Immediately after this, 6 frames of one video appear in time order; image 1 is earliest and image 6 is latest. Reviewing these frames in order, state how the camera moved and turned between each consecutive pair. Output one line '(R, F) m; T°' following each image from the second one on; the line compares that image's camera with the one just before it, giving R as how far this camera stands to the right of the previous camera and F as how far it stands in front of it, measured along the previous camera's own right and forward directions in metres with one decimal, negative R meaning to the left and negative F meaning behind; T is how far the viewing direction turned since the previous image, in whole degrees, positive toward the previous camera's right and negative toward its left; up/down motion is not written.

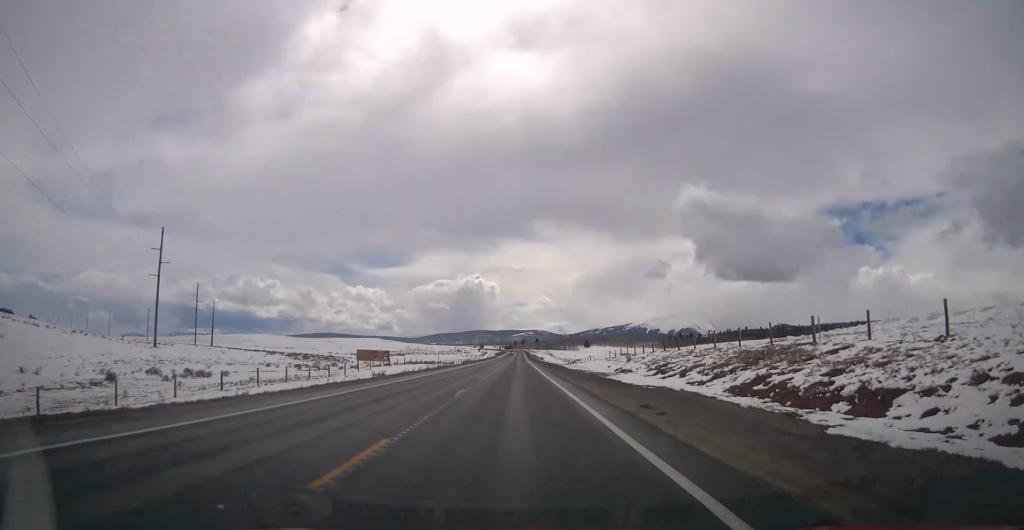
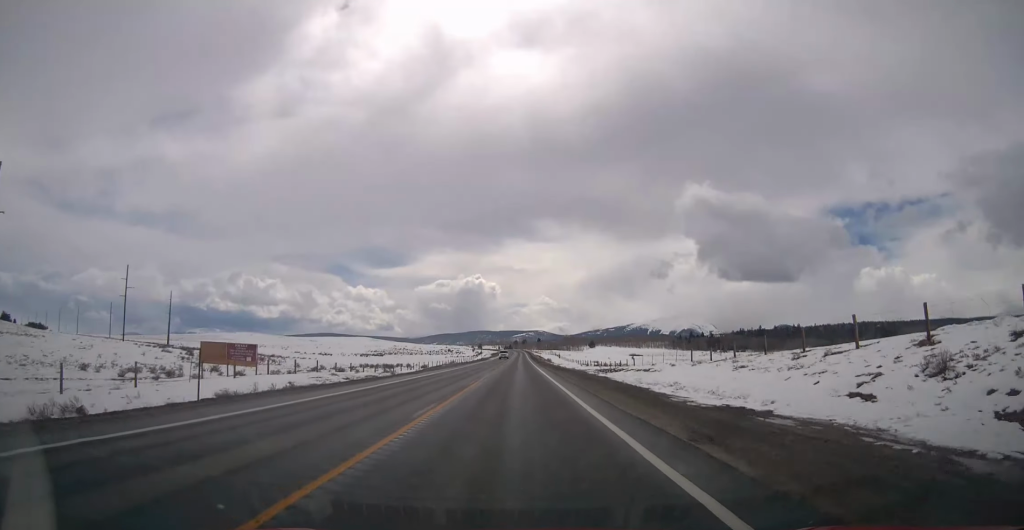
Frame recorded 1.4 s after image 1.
(-0.5, +42.0) m; -1°
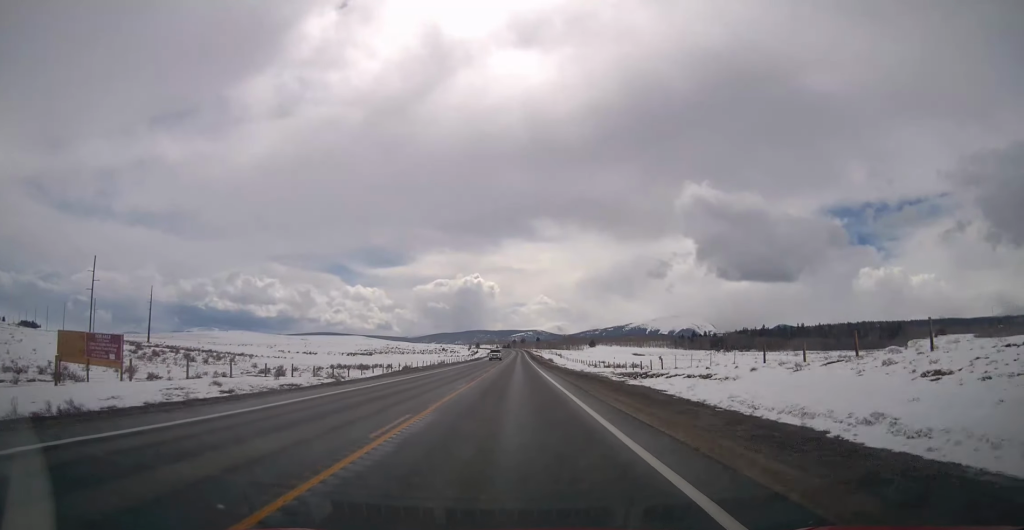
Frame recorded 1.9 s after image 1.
(0.0, +14.6) m; 0°
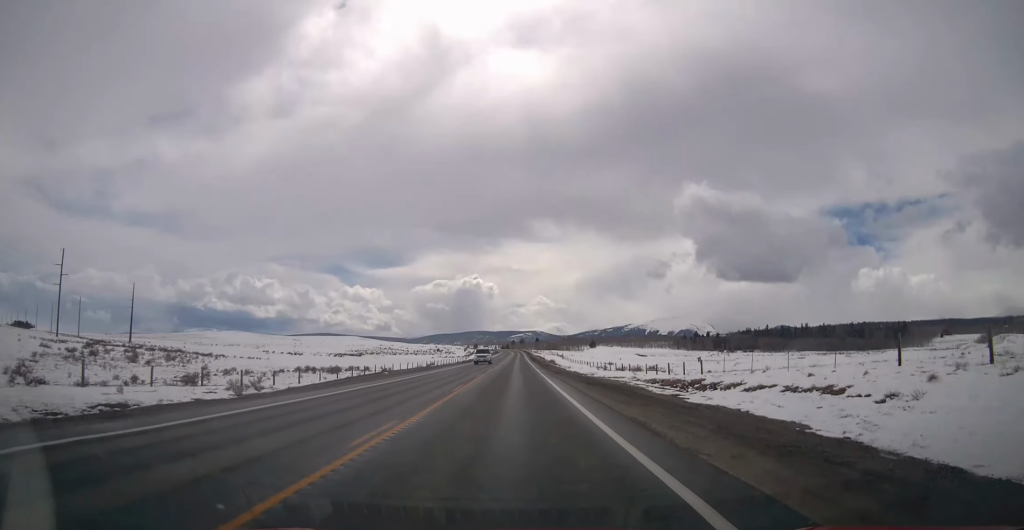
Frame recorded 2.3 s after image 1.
(-0.1, +12.8) m; 0°
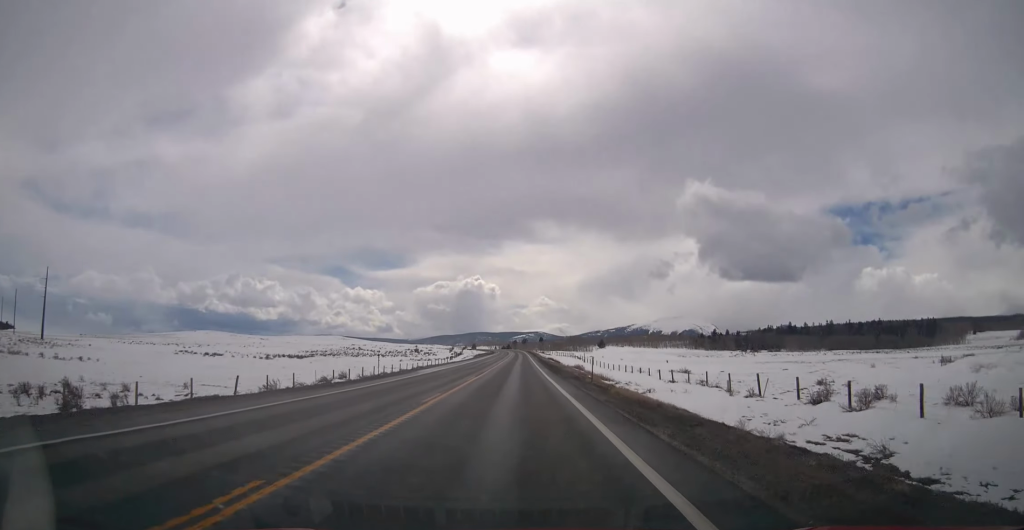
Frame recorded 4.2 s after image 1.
(-0.3, +55.2) m; -1°
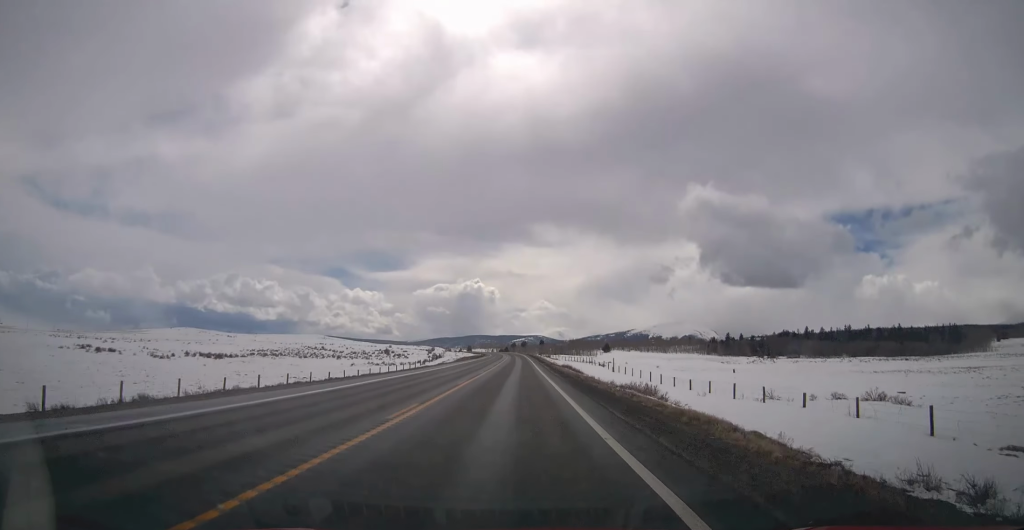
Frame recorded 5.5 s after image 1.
(+0.3, +39.7) m; +1°
